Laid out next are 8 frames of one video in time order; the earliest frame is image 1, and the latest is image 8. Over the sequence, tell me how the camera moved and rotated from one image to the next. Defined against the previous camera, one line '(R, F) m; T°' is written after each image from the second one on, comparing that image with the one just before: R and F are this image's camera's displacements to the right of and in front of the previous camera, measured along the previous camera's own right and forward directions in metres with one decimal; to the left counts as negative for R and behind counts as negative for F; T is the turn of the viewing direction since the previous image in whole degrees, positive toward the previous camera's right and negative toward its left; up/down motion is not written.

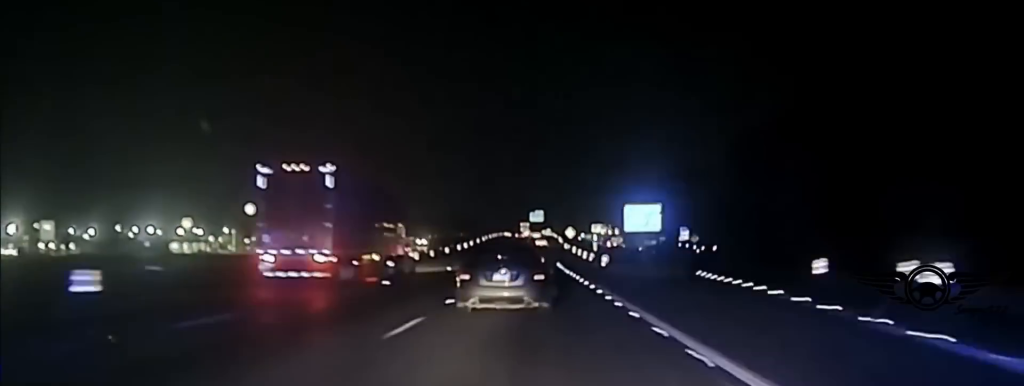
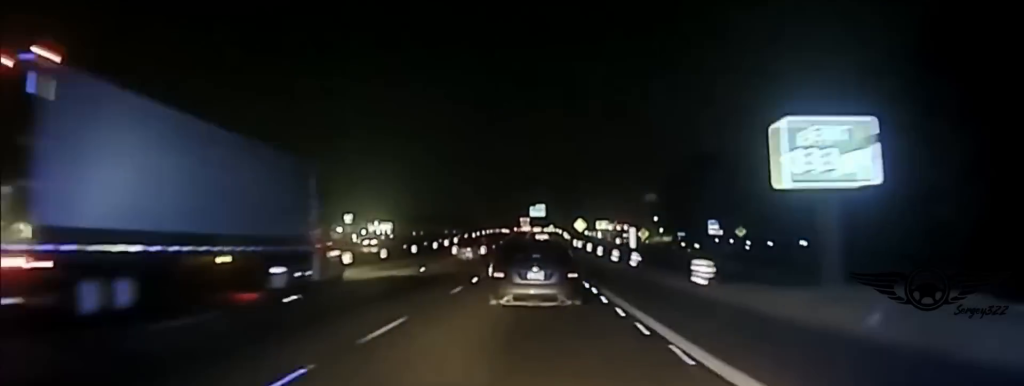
(-0.2, +36.9) m; 0°
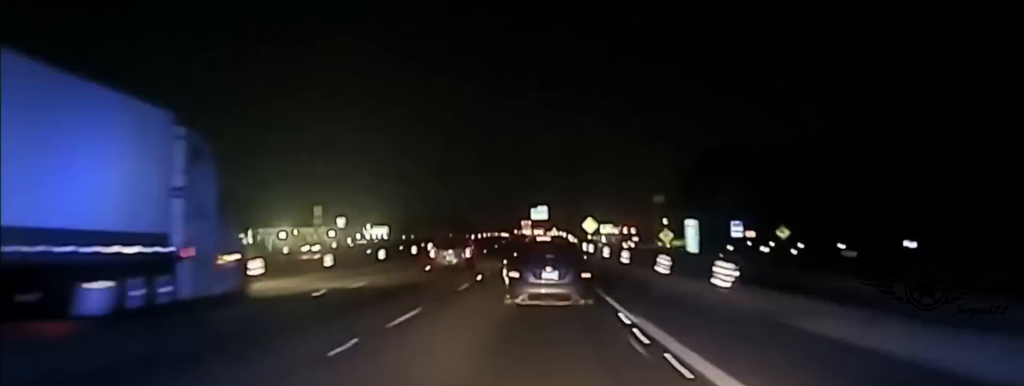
(-0.1, +21.9) m; 0°
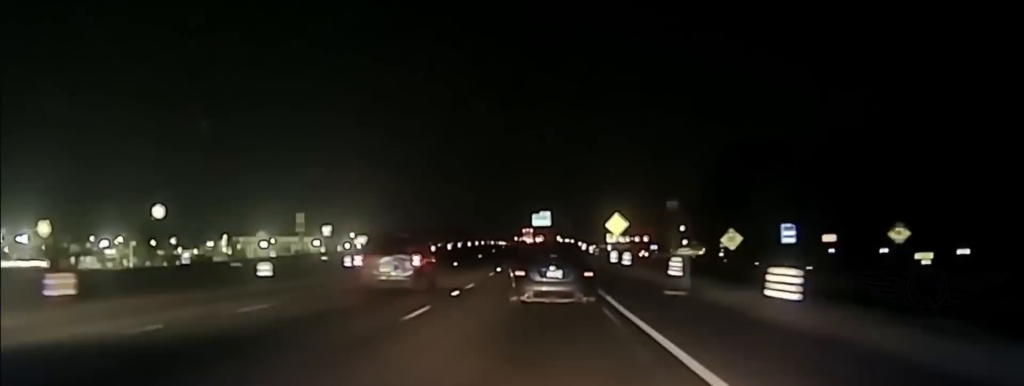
(-0.1, +35.5) m; 0°
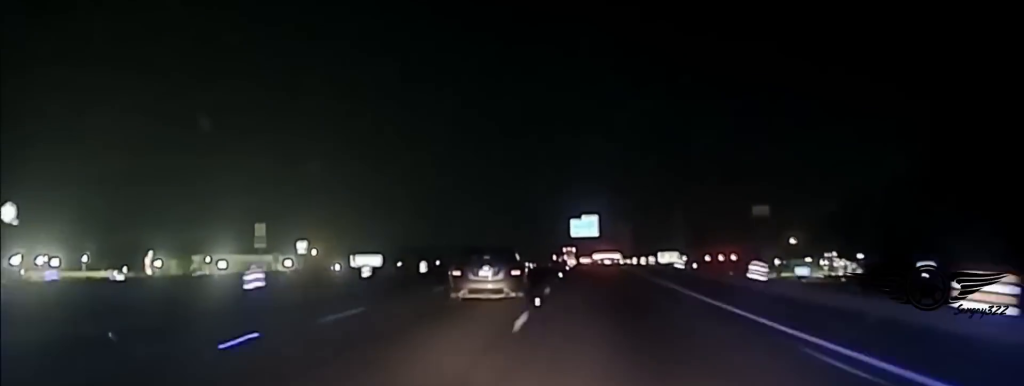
(-1.1, +104.7) m; -1°
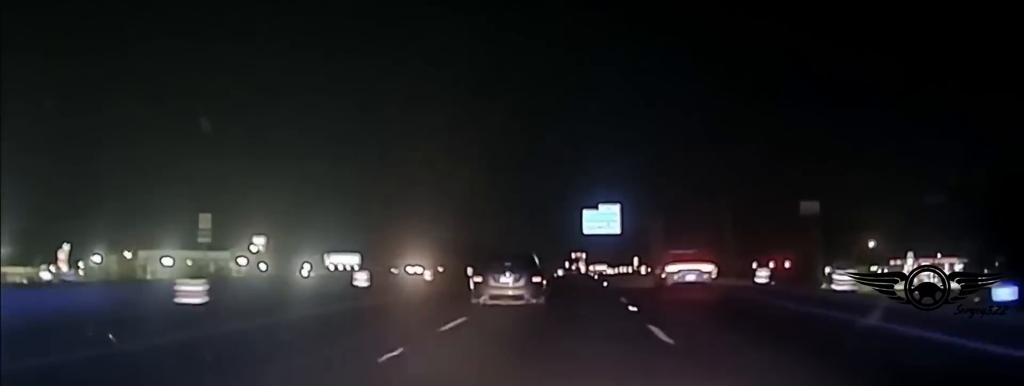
(-0.2, +47.4) m; 0°
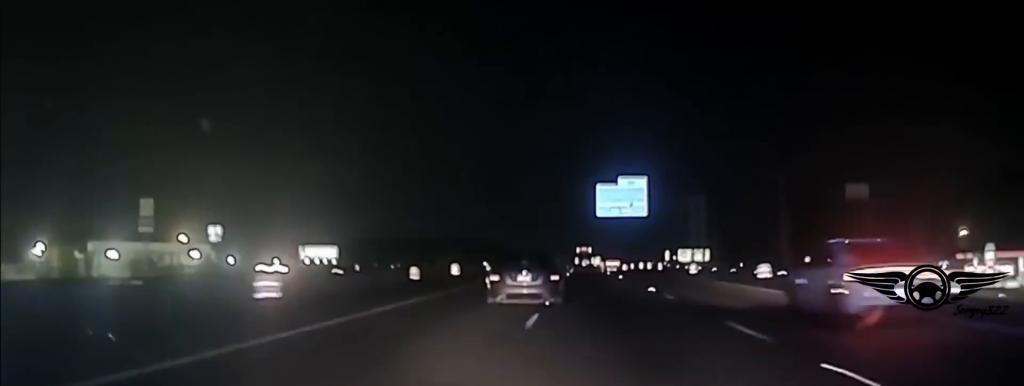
(0.0, +34.6) m; 0°
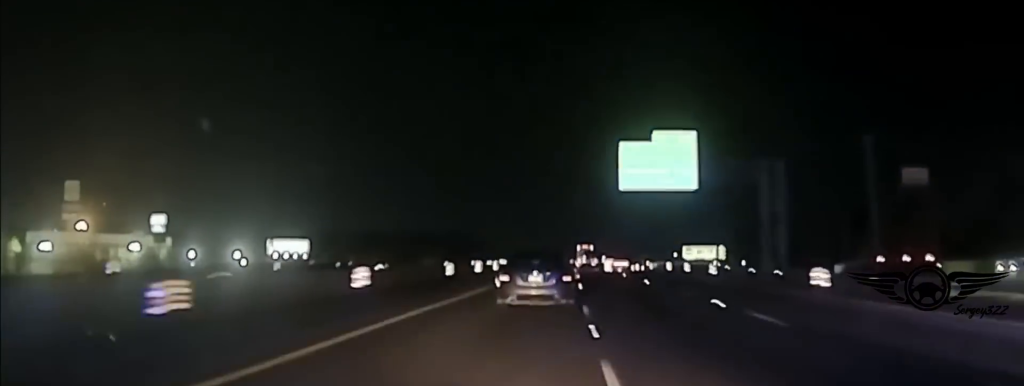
(+0.2, +31.3) m; 0°
